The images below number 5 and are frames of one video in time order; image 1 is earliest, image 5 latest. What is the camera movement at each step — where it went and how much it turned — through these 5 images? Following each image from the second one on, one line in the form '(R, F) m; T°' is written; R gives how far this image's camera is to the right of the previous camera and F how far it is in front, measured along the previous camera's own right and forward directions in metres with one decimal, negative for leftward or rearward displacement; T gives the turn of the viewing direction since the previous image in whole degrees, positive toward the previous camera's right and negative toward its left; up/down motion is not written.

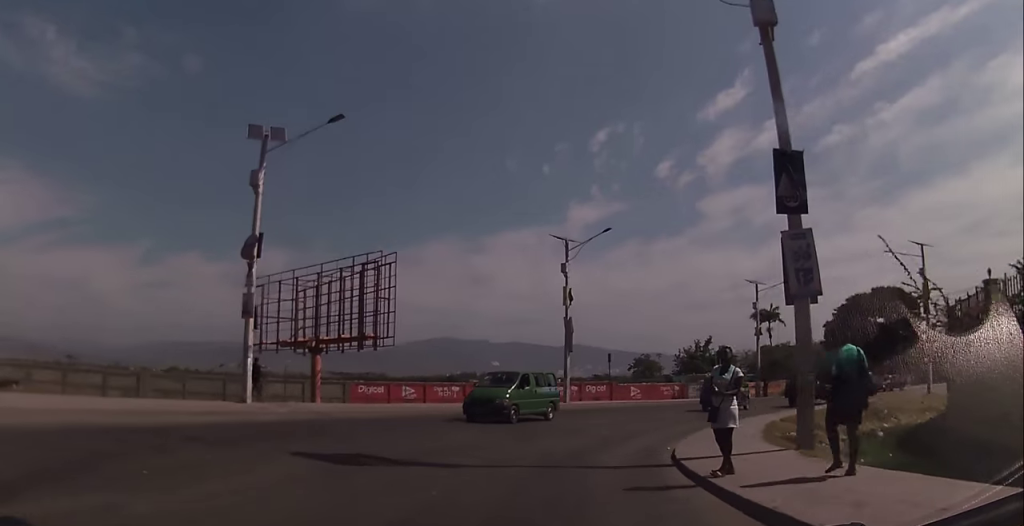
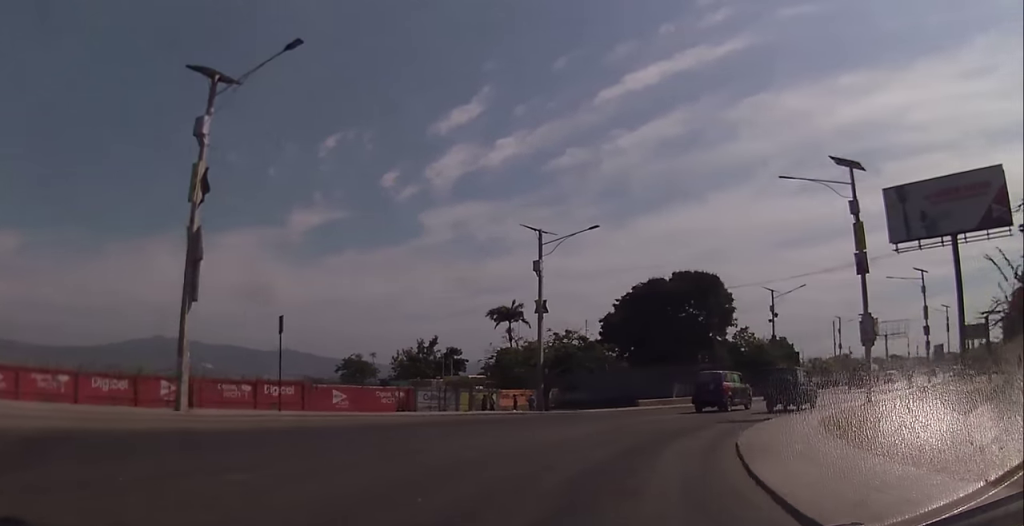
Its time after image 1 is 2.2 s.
(+3.5, +22.8) m; +23°
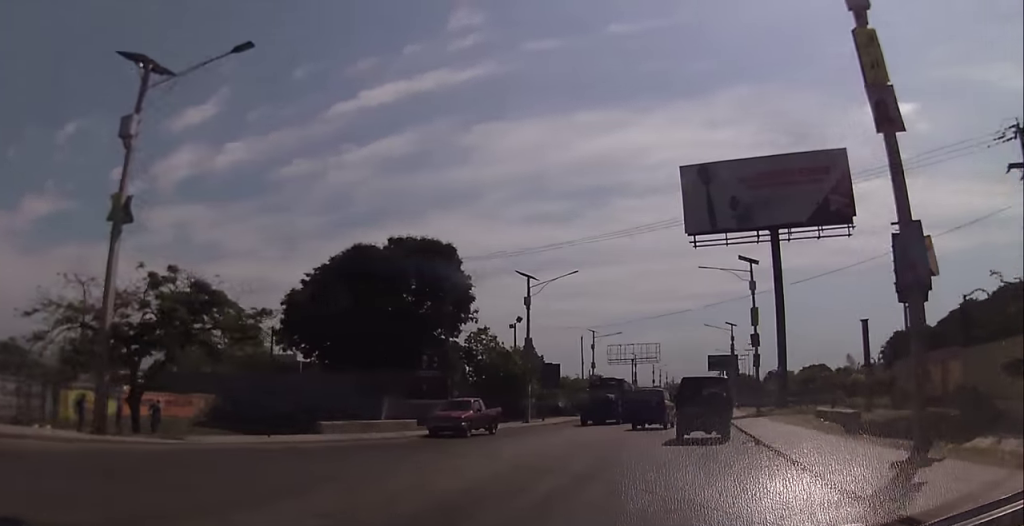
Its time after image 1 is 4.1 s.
(+4.4, +19.1) m; +26°
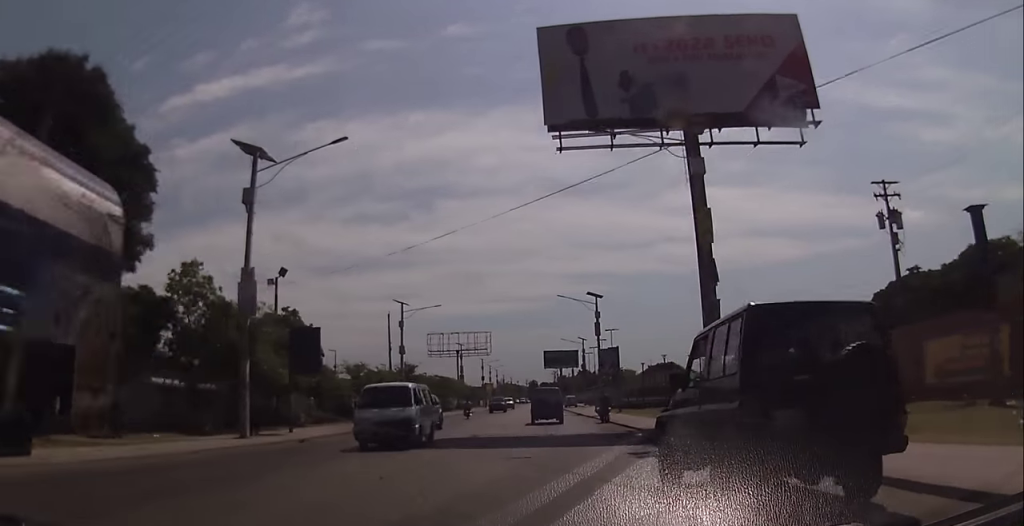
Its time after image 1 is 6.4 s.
(+4.4, +23.6) m; +16°
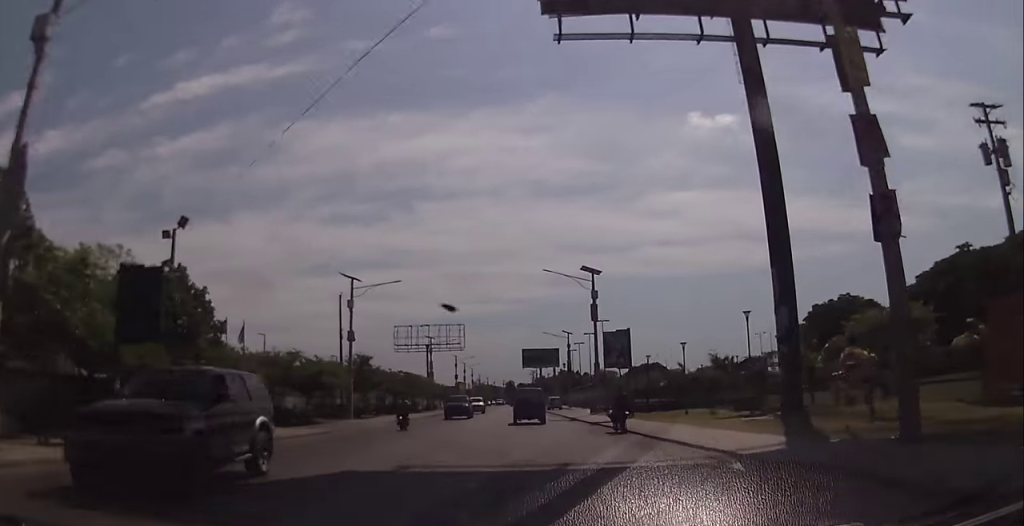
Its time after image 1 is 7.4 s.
(+0.2, +11.9) m; +1°
